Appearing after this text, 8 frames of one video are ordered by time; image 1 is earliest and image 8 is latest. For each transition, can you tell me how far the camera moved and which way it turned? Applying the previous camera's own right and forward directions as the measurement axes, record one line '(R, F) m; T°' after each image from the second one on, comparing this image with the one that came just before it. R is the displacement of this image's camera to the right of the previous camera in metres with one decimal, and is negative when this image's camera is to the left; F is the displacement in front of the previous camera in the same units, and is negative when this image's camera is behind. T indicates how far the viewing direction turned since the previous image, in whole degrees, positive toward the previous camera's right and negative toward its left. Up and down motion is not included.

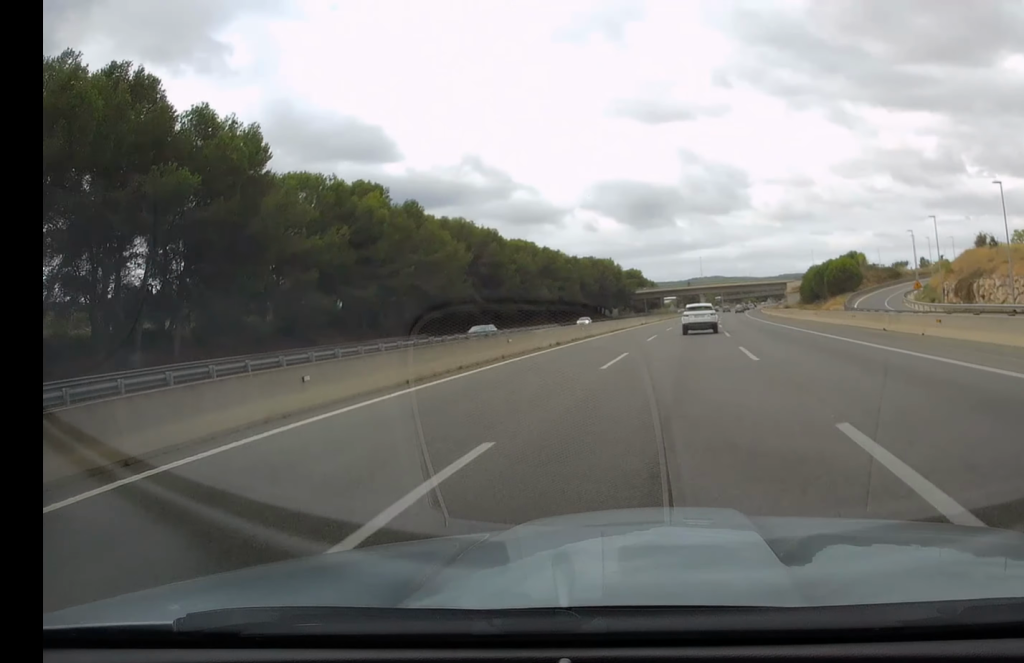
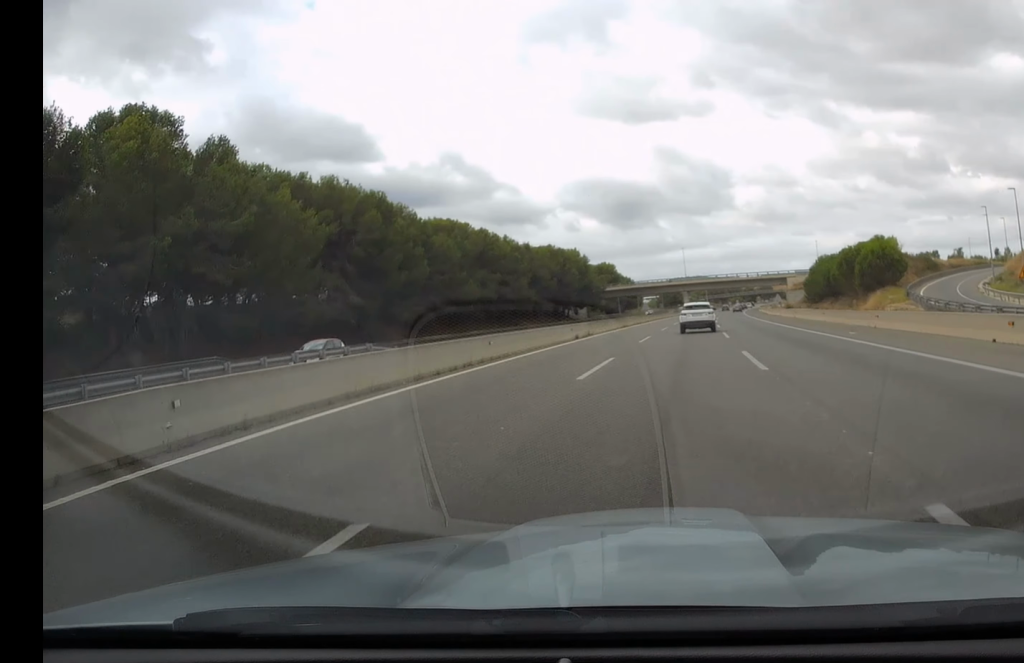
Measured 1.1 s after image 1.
(+0.4, +37.1) m; +1°
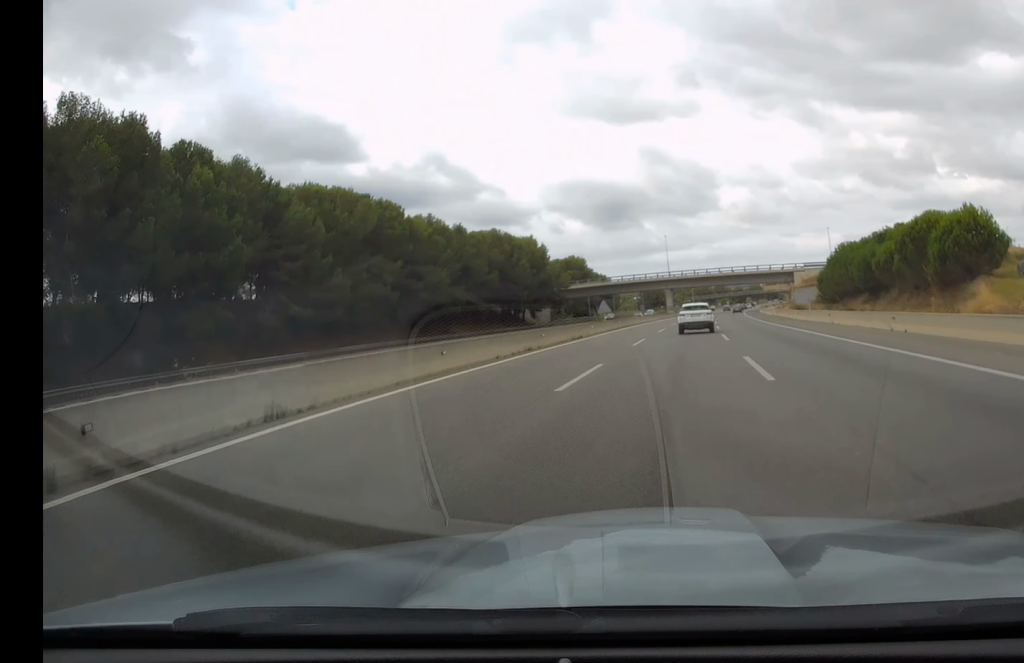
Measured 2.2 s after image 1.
(+0.3, +36.0) m; +1°
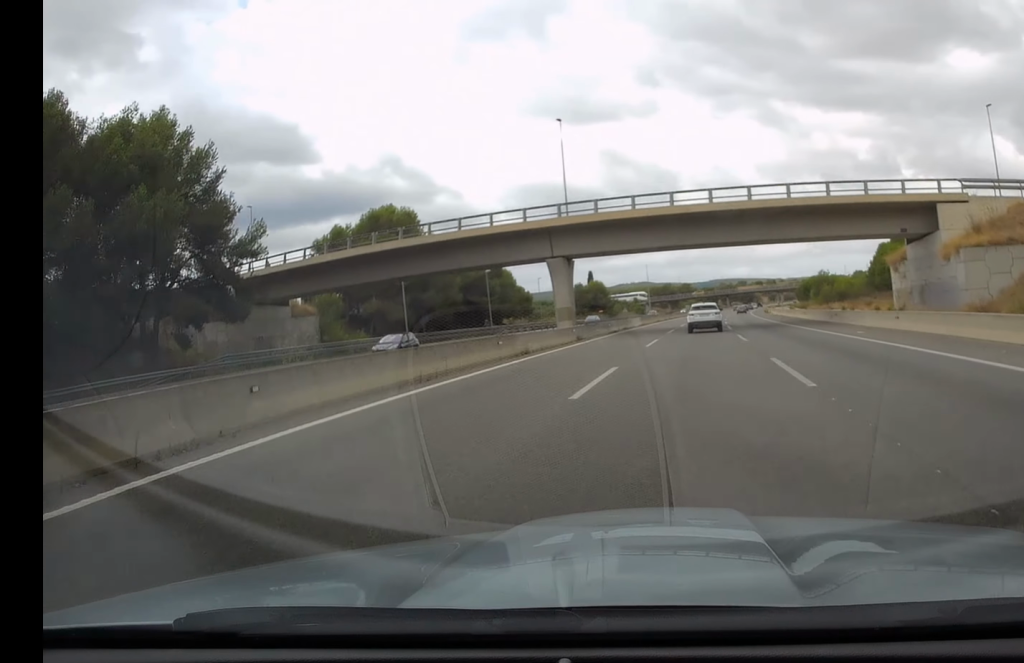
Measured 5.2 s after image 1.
(+2.8, +103.7) m; +3°
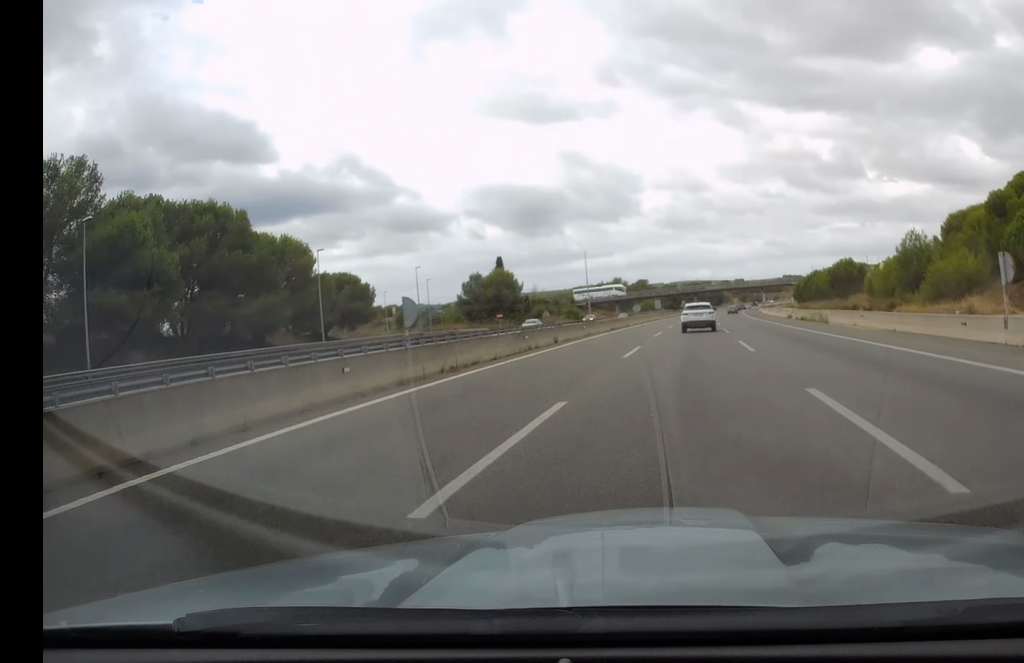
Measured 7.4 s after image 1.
(+1.7, +74.7) m; +3°
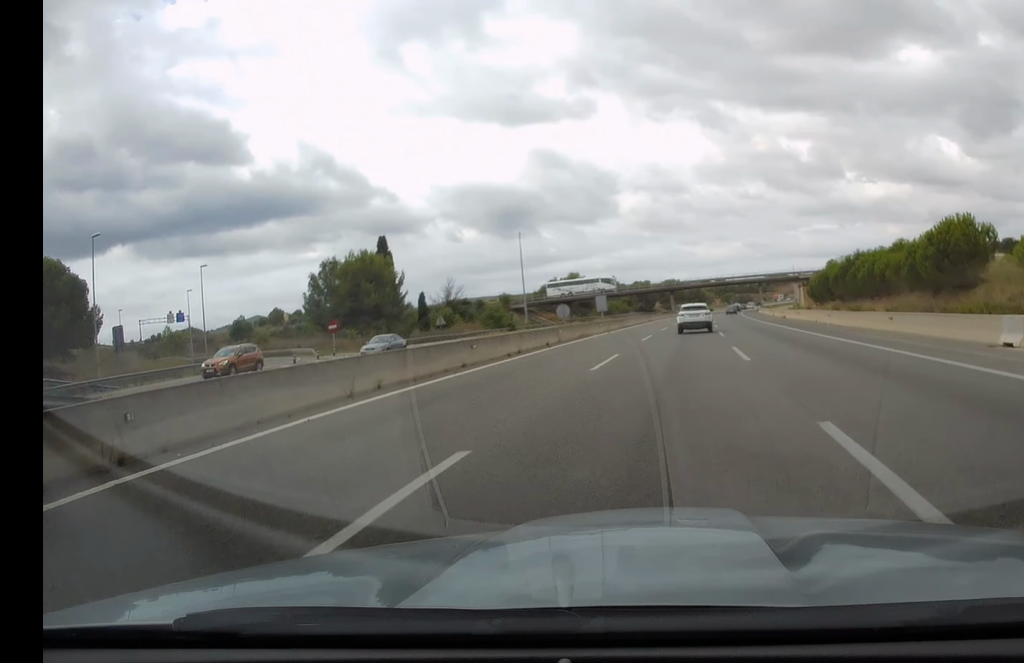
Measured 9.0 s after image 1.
(+0.8, +54.5) m; +2°
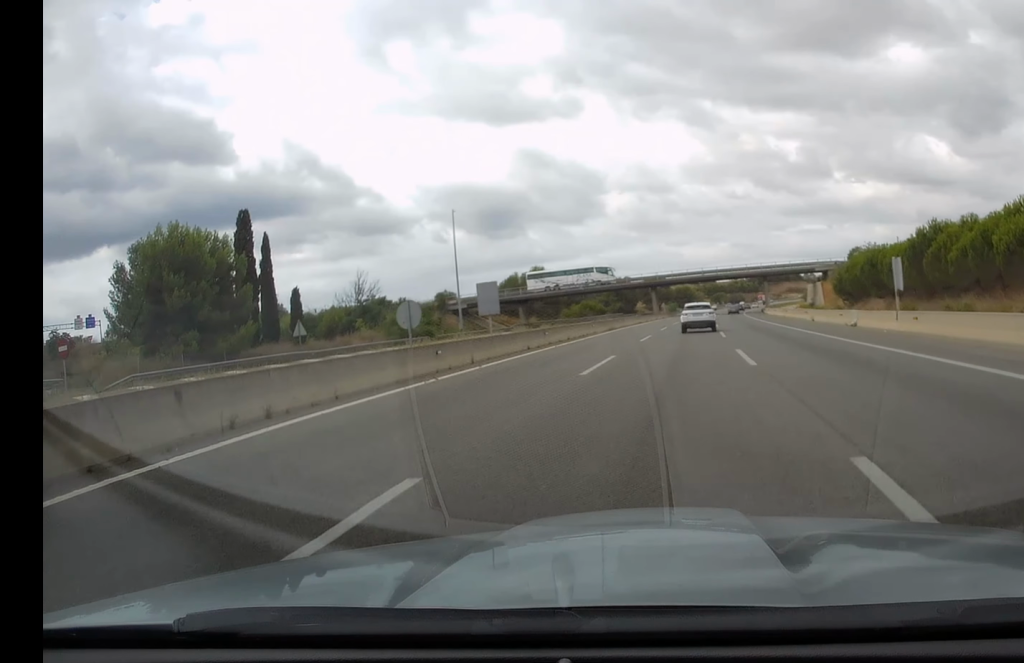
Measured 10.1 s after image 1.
(+0.2, +35.2) m; +1°
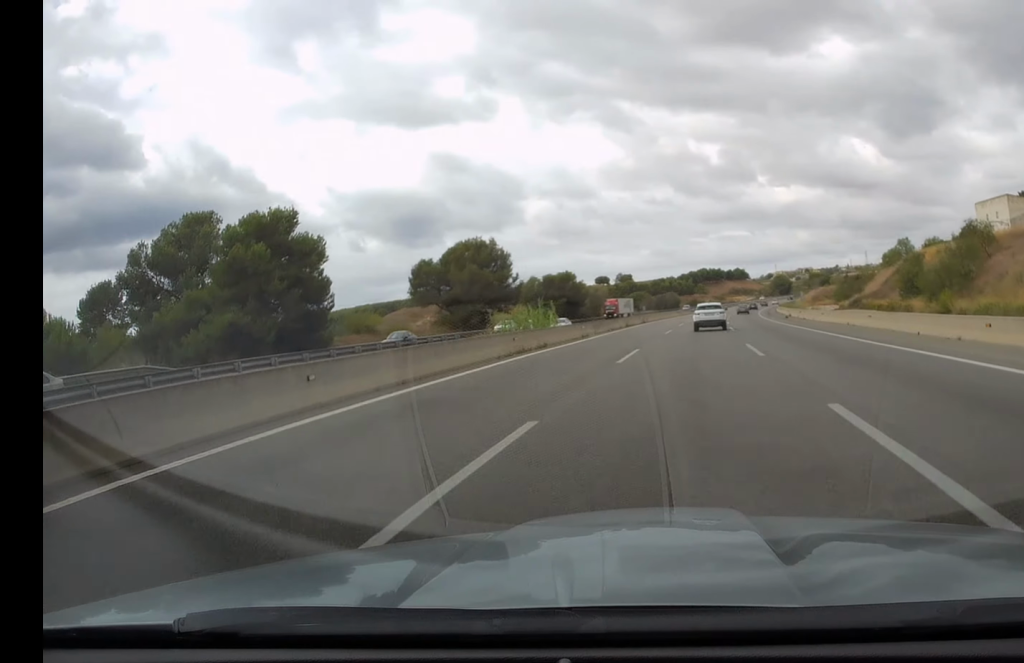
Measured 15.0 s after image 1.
(+7.7, +167.1) m; +6°
